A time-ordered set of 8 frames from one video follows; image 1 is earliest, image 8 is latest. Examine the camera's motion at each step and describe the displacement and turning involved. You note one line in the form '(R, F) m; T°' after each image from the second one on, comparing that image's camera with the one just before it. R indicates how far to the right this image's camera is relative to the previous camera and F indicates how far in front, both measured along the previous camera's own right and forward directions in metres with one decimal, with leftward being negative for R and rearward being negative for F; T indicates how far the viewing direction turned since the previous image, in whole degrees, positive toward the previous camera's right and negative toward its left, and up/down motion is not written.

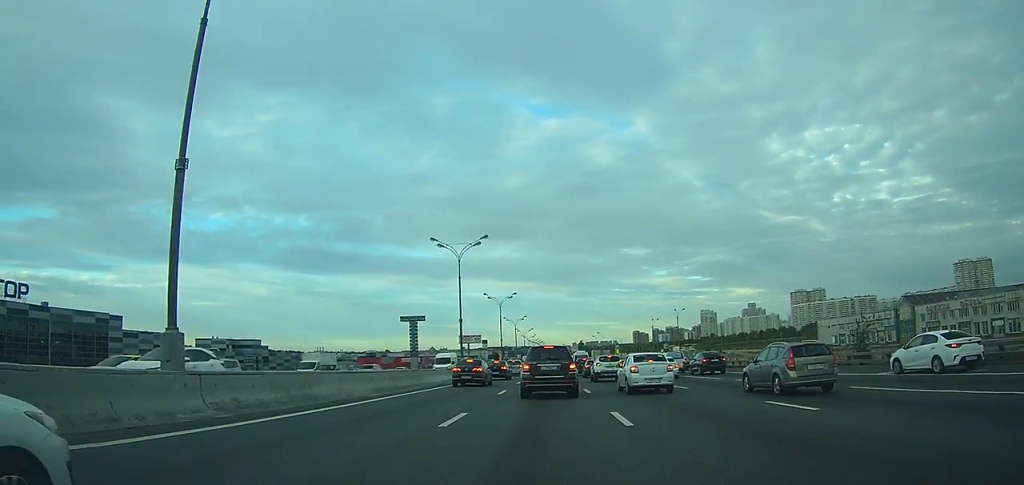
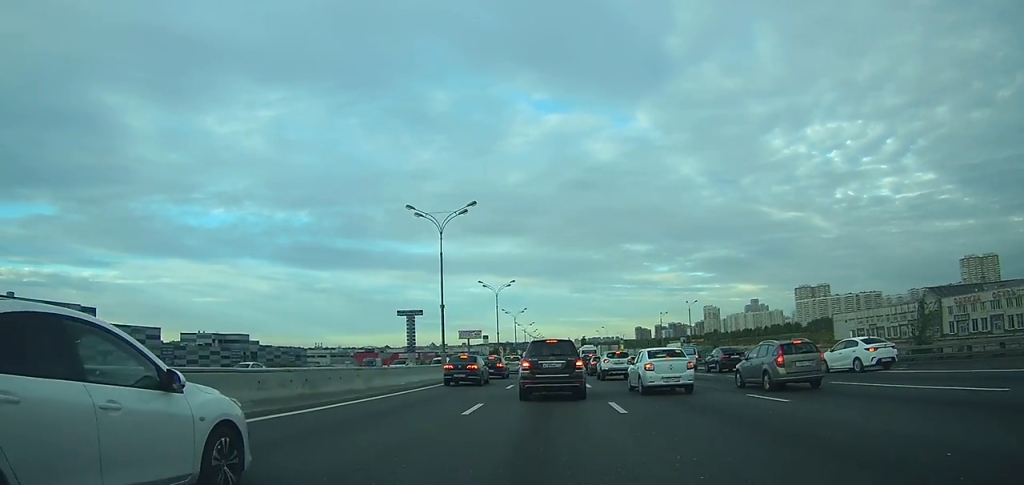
(0.0, +9.0) m; 0°
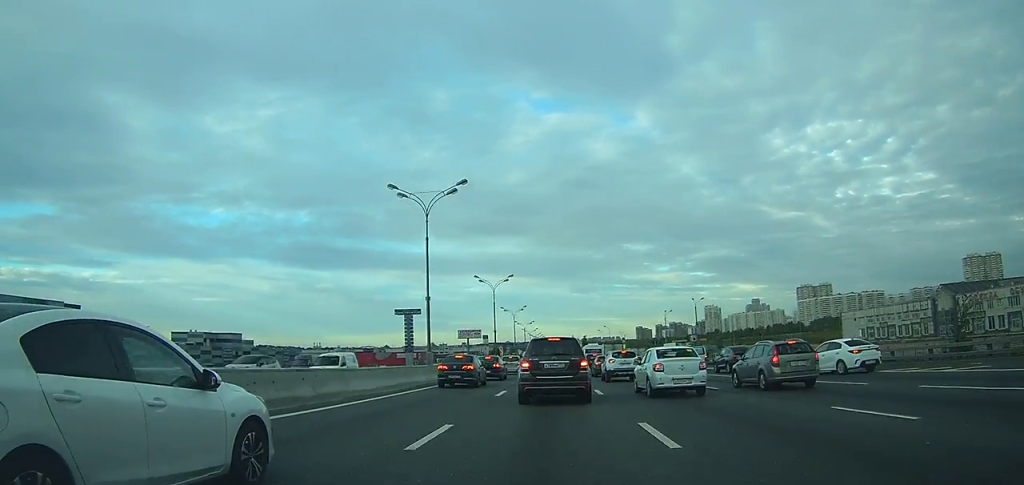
(0.0, +5.0) m; 0°
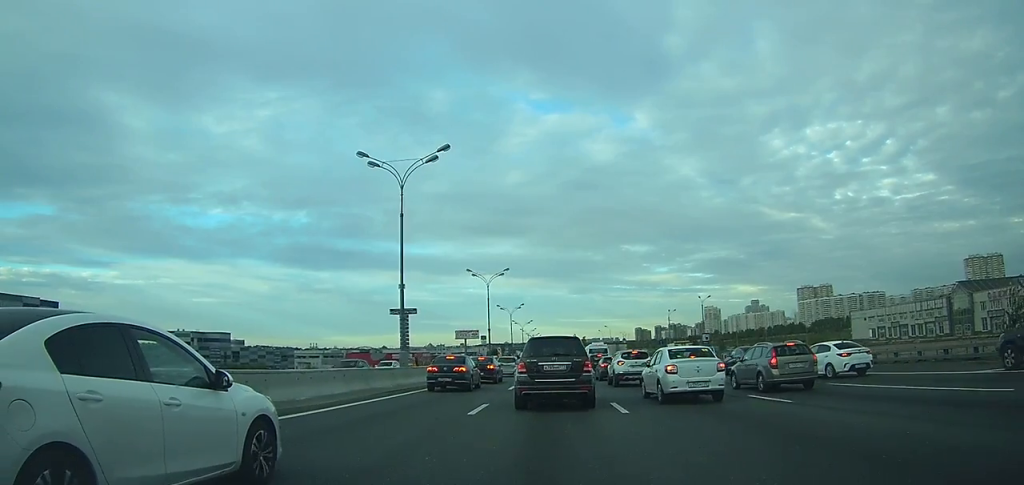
(+0.1, +6.9) m; -1°
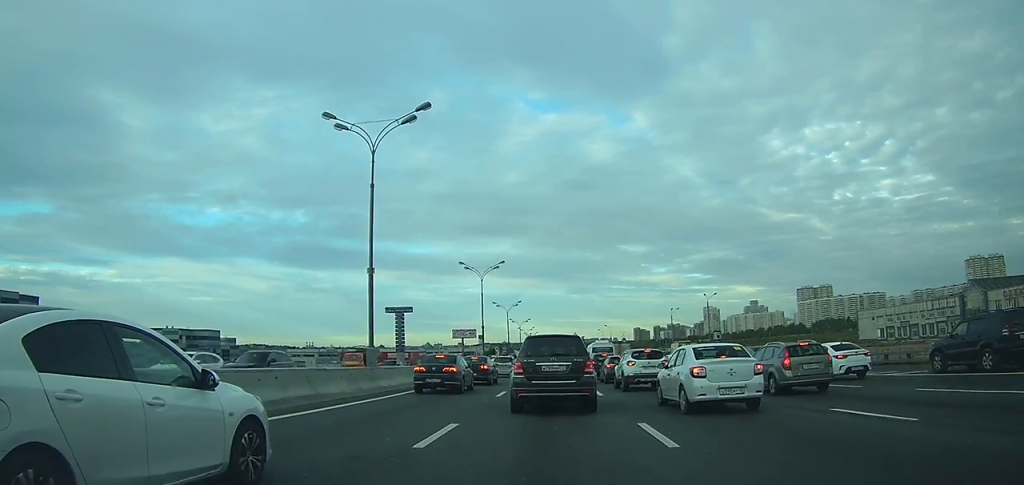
(-0.1, +5.6) m; -1°
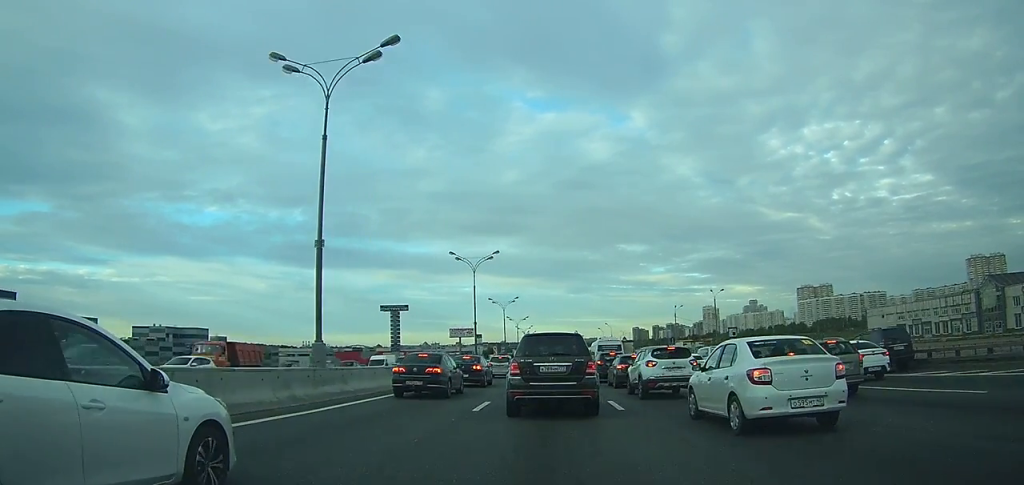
(-0.1, +6.3) m; -1°
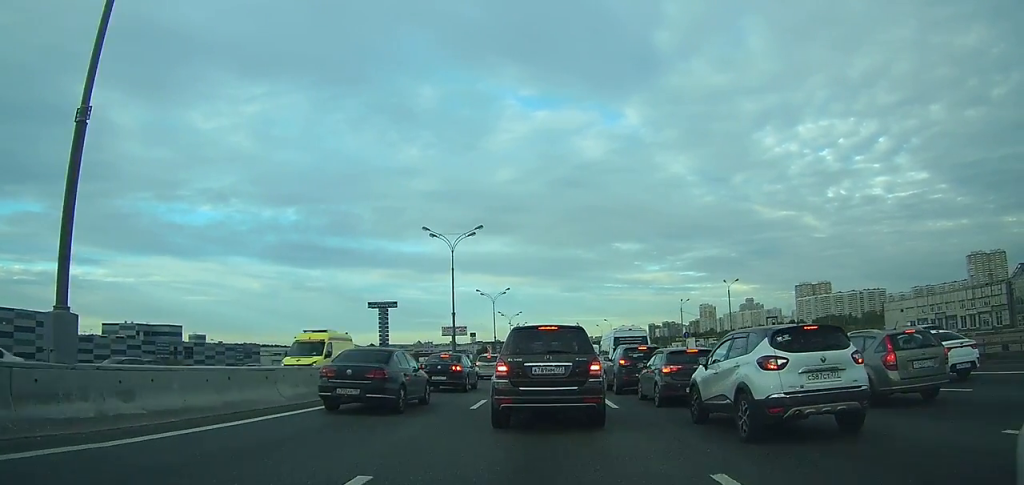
(+0.1, +10.8) m; +1°
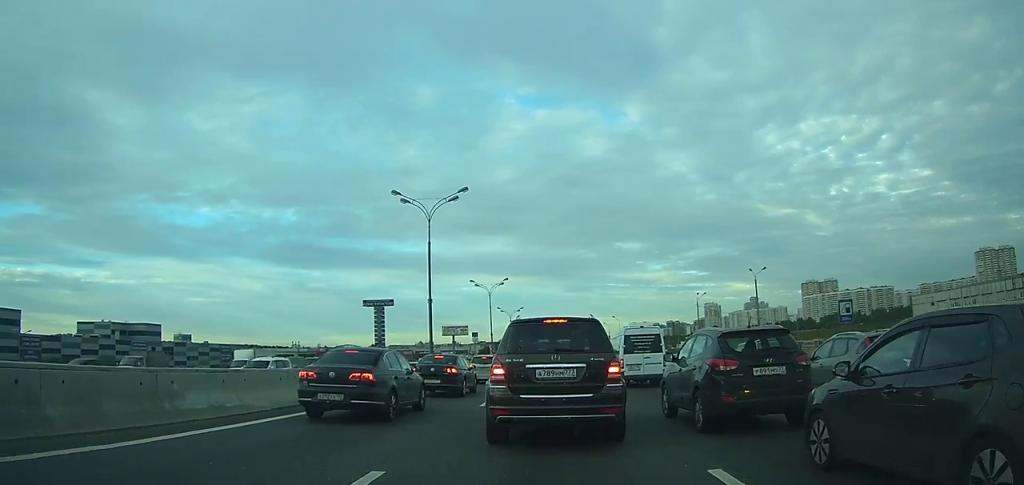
(+0.2, +11.6) m; +2°
